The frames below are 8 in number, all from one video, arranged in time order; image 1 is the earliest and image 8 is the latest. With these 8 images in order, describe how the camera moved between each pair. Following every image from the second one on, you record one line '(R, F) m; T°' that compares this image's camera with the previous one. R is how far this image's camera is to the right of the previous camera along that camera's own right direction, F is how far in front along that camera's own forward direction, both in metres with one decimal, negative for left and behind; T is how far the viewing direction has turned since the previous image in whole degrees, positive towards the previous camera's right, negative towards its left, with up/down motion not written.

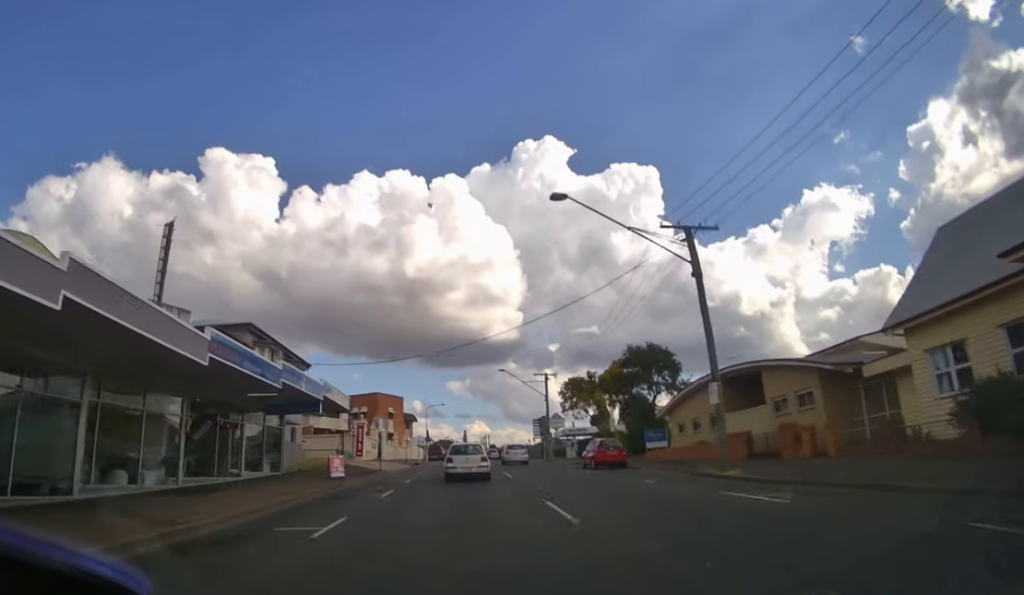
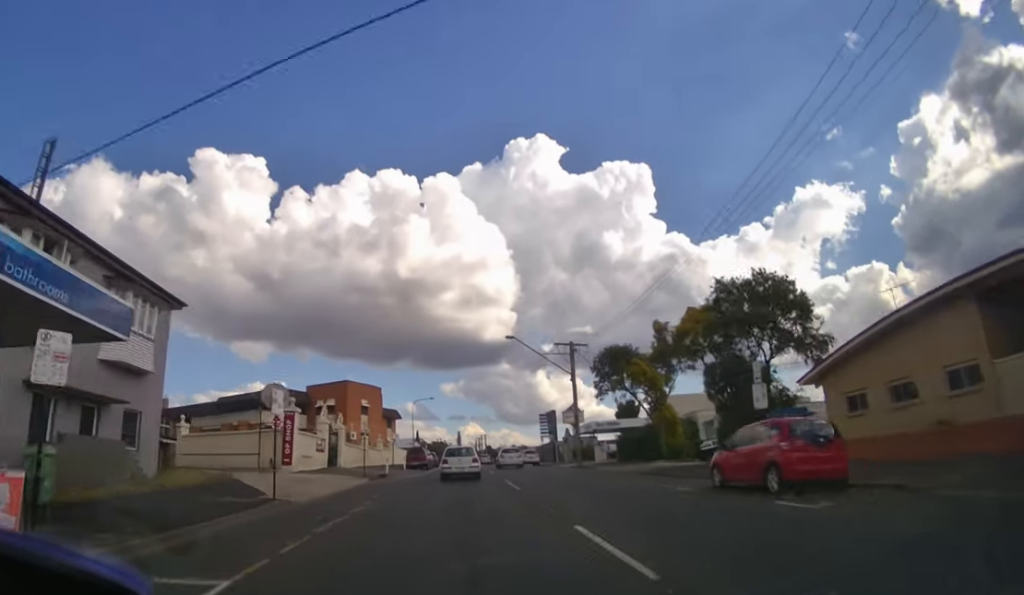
(+0.1, +15.1) m; 0°
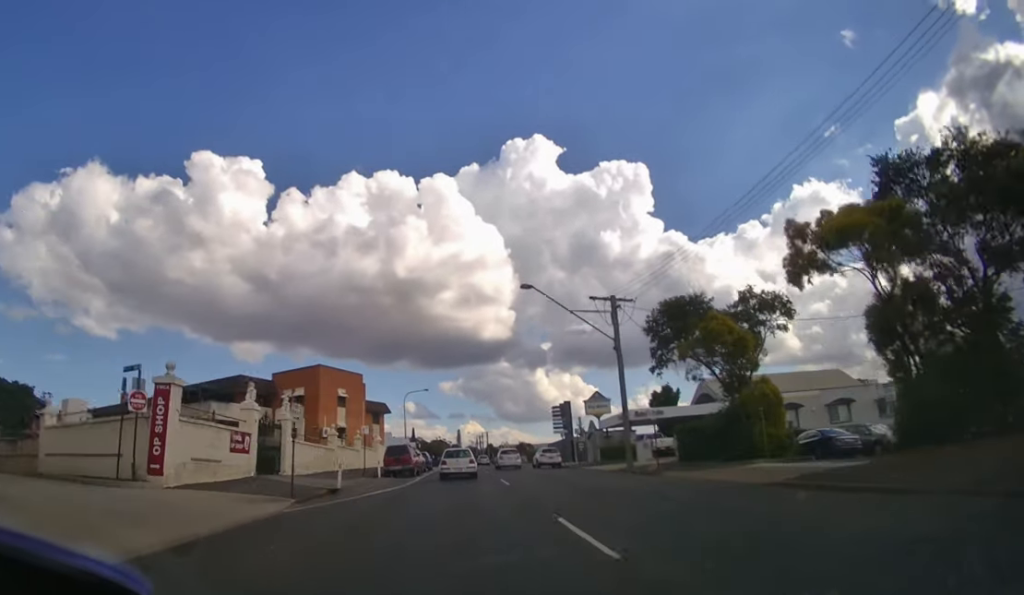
(0.0, +10.5) m; 0°
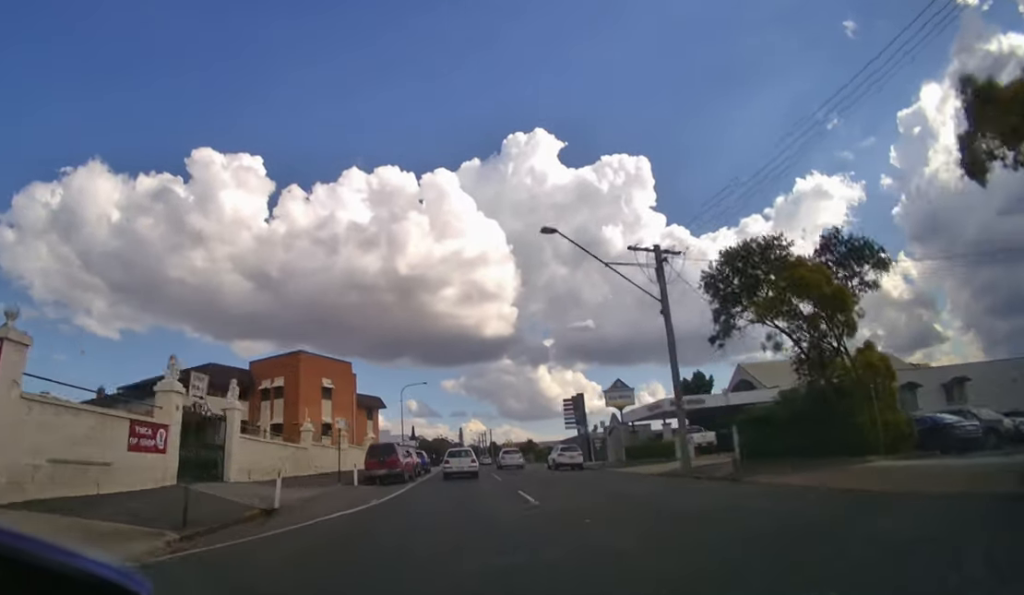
(0.0, +5.4) m; 0°
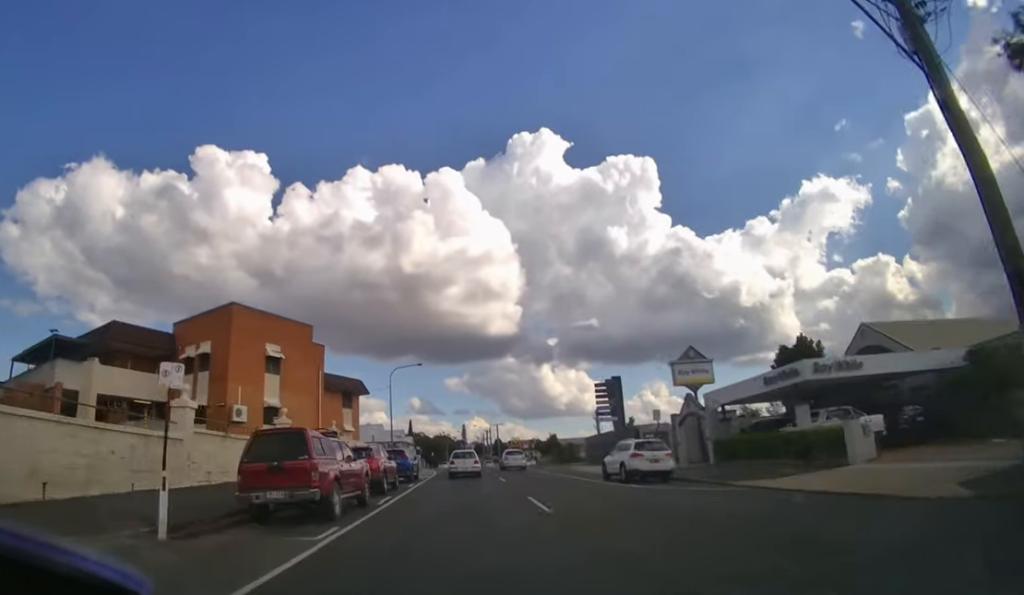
(0.0, +11.1) m; 0°
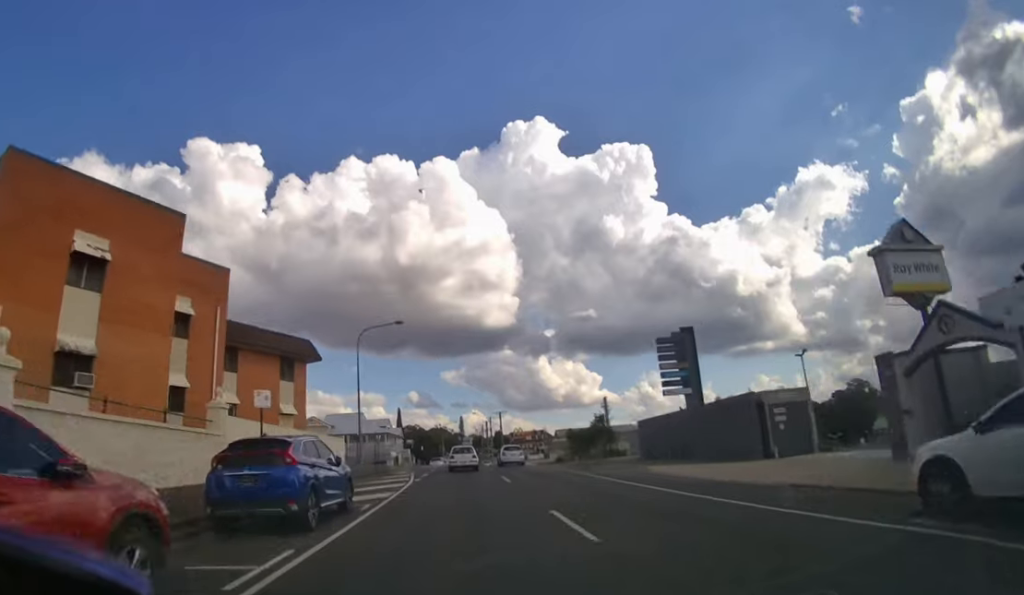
(0.0, +13.7) m; 0°
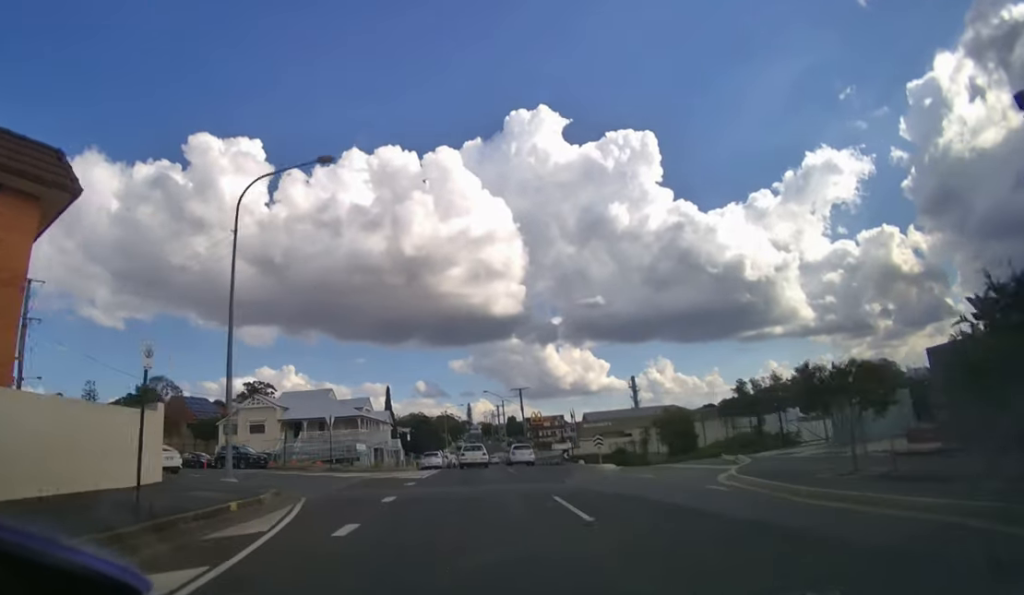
(0.0, +22.9) m; 0°
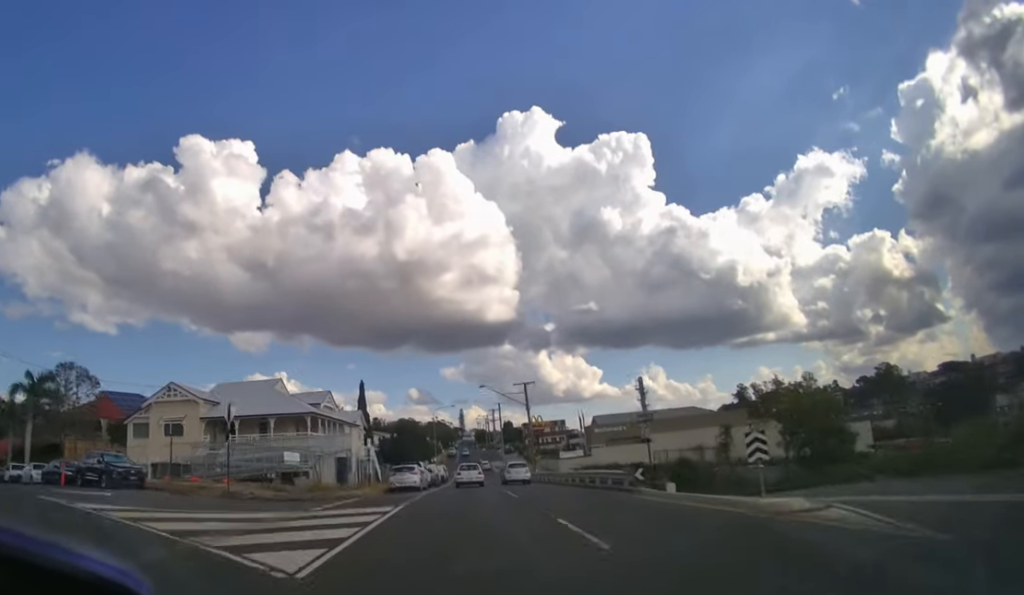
(0.0, +16.2) m; 0°
